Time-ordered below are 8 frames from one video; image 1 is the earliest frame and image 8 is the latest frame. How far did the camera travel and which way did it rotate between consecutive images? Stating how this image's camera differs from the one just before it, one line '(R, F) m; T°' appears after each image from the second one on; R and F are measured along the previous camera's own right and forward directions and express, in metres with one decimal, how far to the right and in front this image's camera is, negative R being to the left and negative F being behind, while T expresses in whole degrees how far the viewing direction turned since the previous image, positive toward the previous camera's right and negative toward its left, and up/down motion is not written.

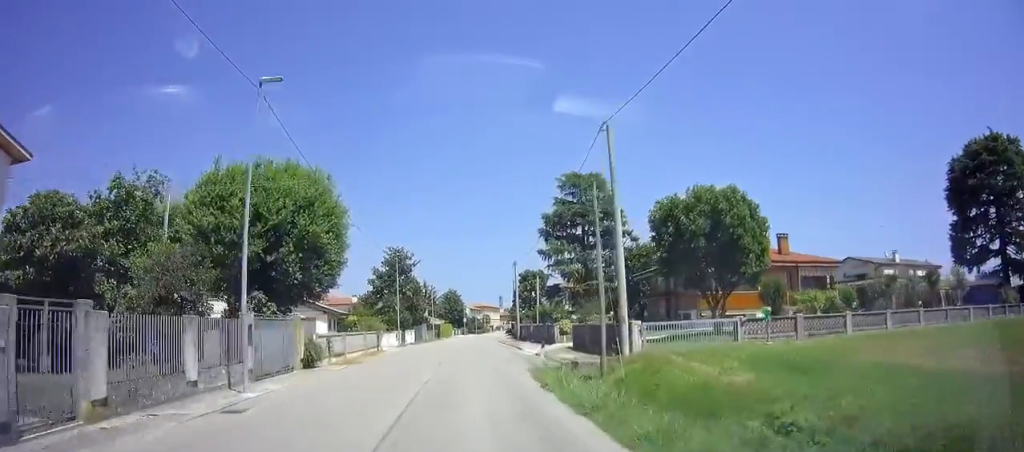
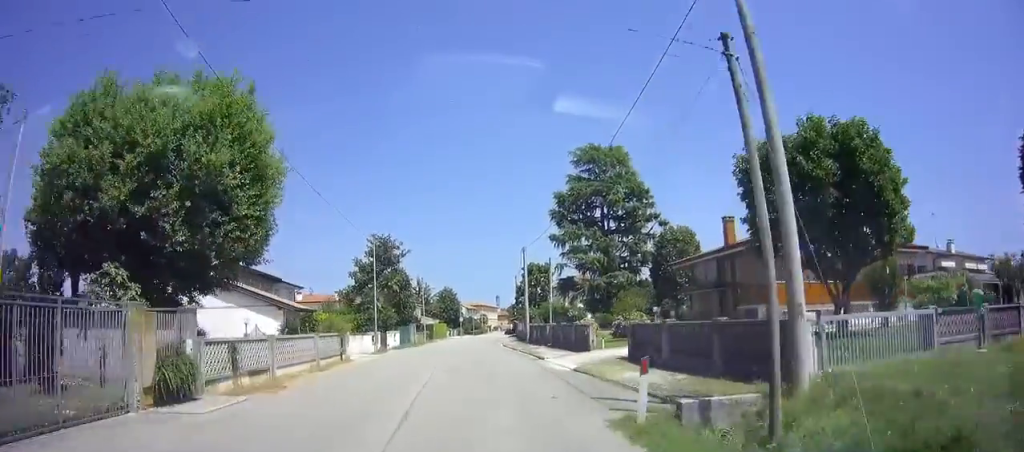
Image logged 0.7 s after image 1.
(+0.4, +10.2) m; 0°
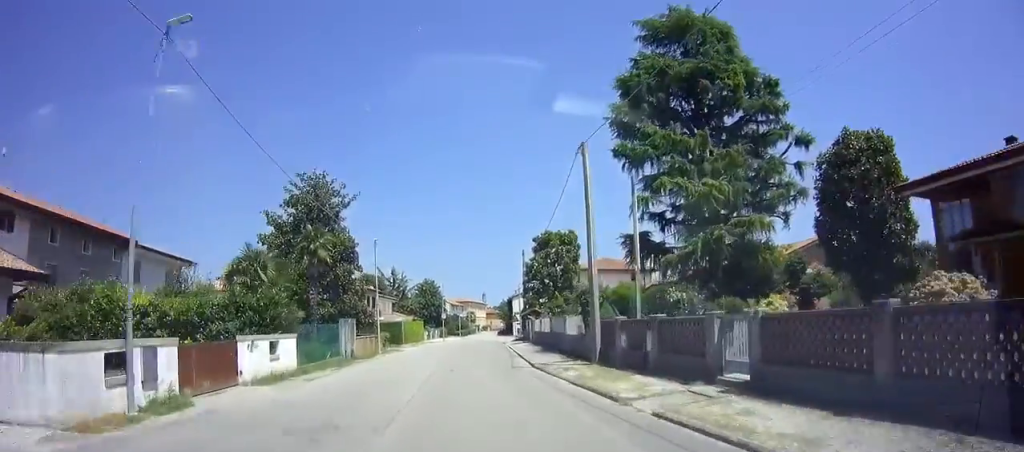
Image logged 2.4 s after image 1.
(+0.4, +23.8) m; +3°
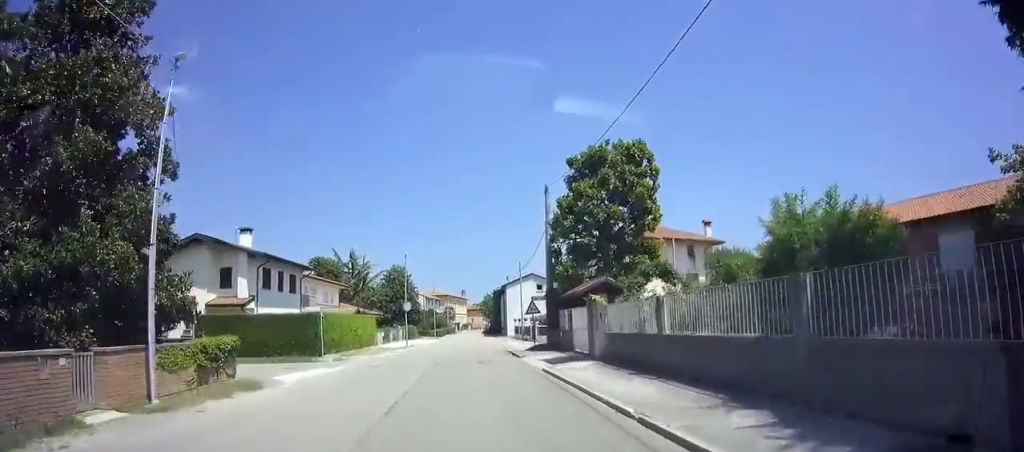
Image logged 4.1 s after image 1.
(+0.2, +23.8) m; 0°
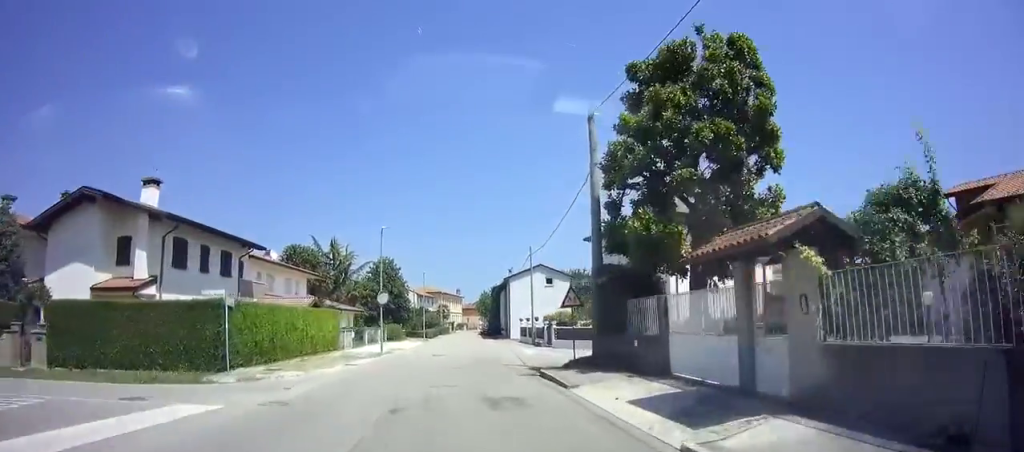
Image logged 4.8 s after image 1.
(+0.3, +10.4) m; -1°
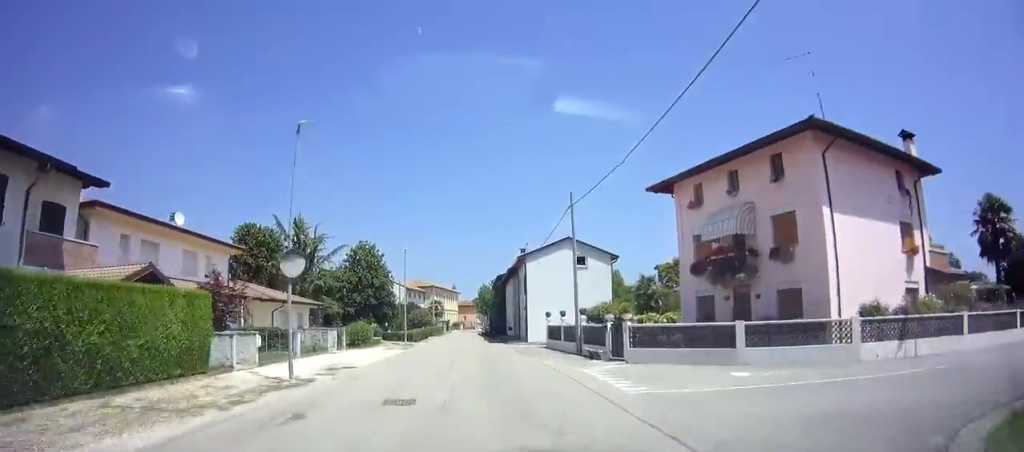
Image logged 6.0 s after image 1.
(-0.5, +15.9) m; 0°
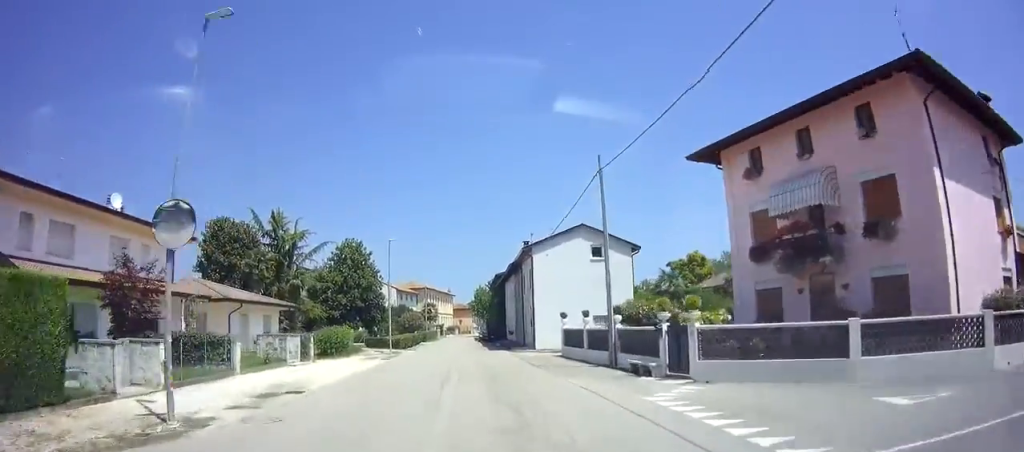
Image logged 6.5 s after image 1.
(+0.2, +6.1) m; +1°
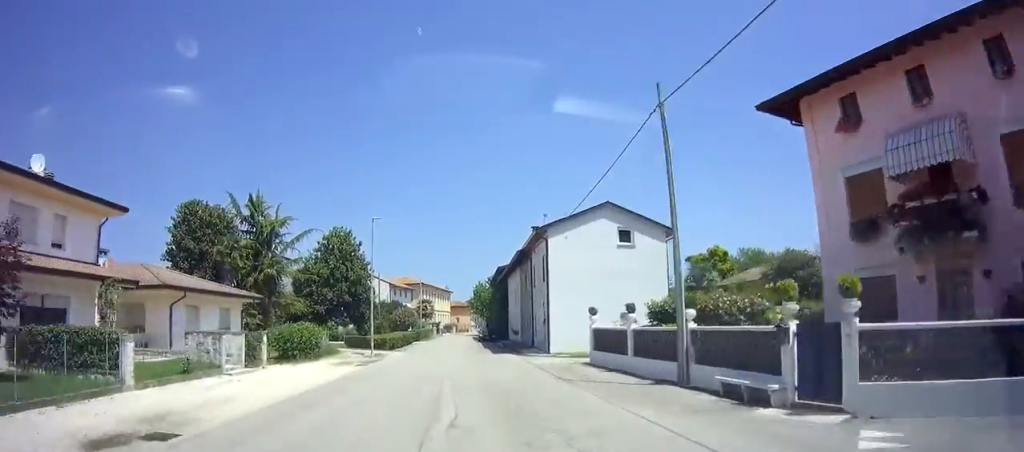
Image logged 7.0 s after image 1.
(+0.1, +6.1) m; +1°
